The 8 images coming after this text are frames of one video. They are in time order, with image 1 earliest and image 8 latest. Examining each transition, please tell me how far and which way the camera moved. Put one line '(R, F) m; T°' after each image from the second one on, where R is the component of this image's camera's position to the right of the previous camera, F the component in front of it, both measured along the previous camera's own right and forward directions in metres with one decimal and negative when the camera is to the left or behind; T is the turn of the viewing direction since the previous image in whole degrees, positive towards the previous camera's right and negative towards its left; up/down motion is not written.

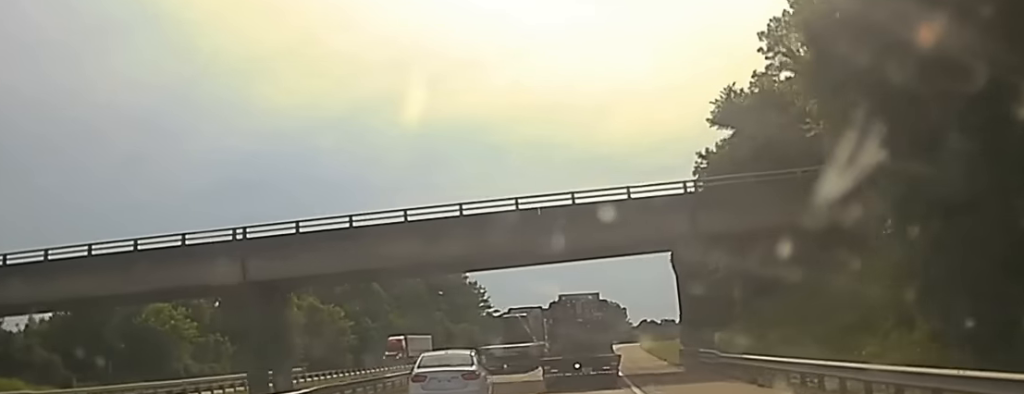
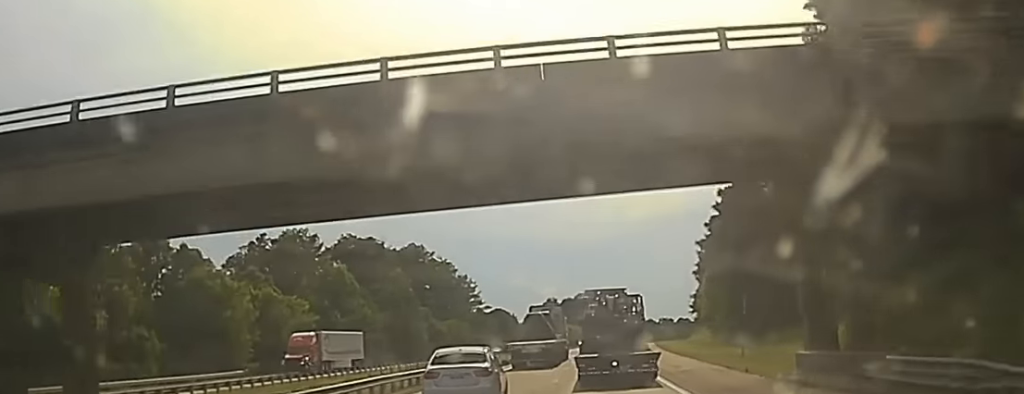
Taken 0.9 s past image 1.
(-0.2, +21.2) m; -1°
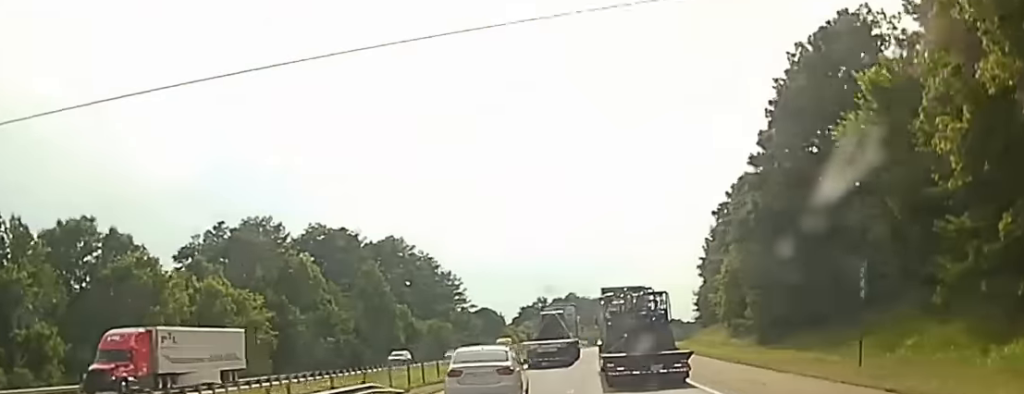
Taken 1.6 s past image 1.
(0.0, +15.5) m; 0°
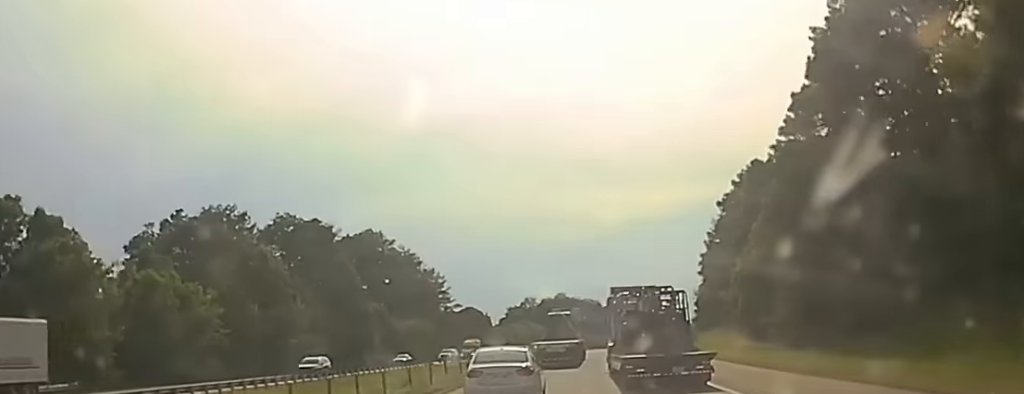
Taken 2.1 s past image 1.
(0.0, +12.2) m; +1°
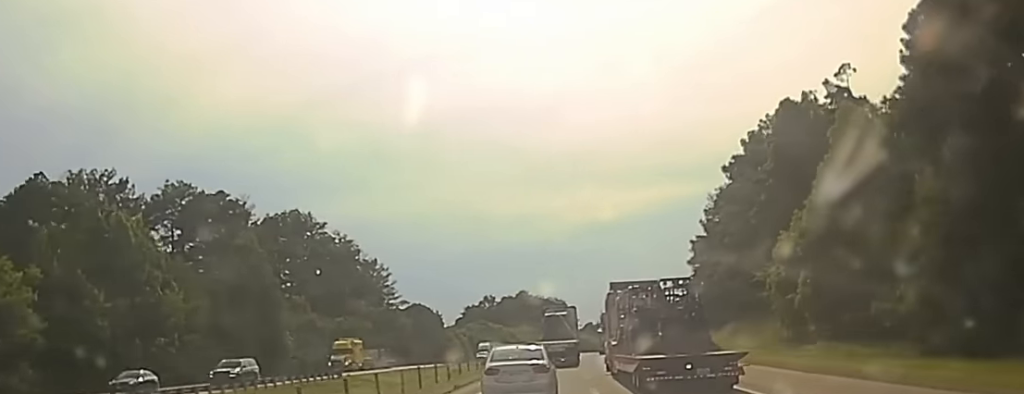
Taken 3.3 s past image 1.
(+0.3, +28.0) m; +3°
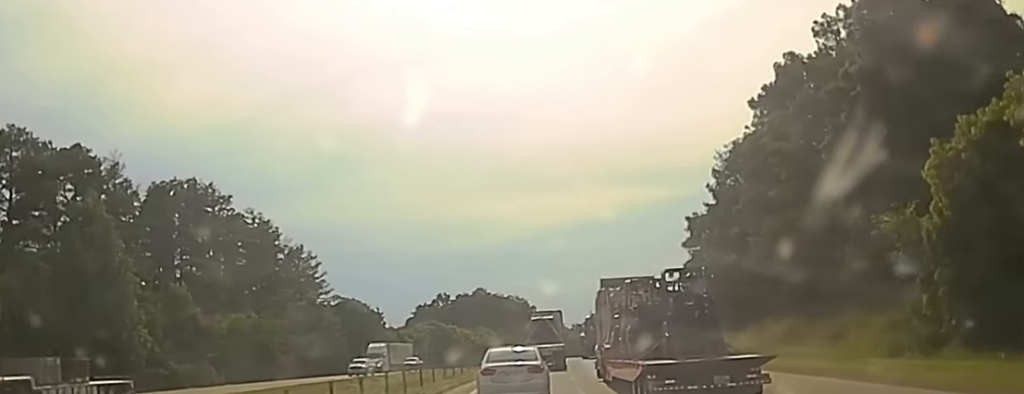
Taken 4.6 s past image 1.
(+1.1, +39.2) m; +3°
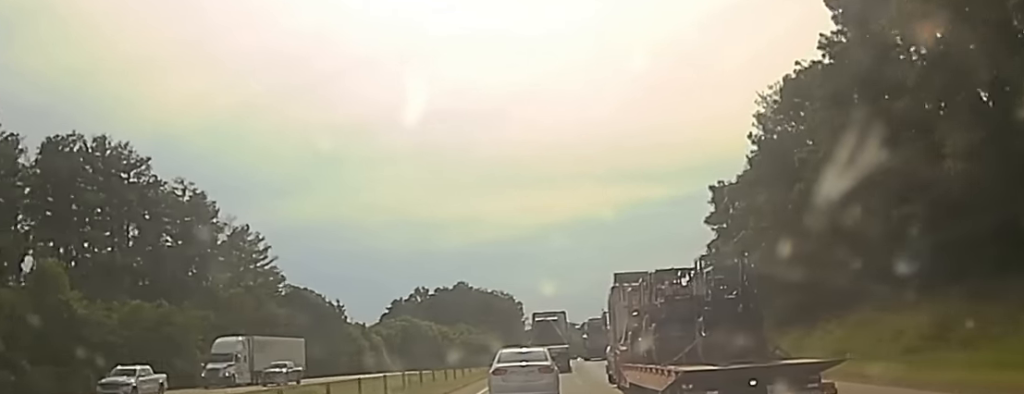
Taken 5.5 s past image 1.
(+0.3, +37.4) m; 0°
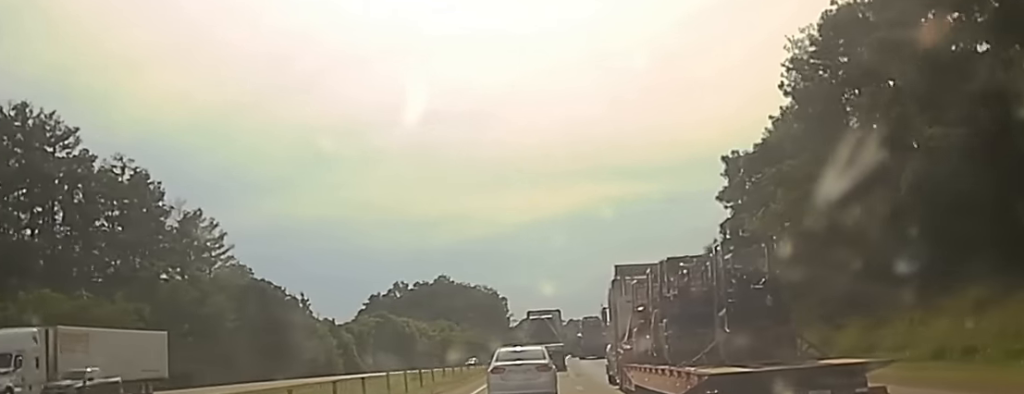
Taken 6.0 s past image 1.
(0.0, +17.8) m; 0°
